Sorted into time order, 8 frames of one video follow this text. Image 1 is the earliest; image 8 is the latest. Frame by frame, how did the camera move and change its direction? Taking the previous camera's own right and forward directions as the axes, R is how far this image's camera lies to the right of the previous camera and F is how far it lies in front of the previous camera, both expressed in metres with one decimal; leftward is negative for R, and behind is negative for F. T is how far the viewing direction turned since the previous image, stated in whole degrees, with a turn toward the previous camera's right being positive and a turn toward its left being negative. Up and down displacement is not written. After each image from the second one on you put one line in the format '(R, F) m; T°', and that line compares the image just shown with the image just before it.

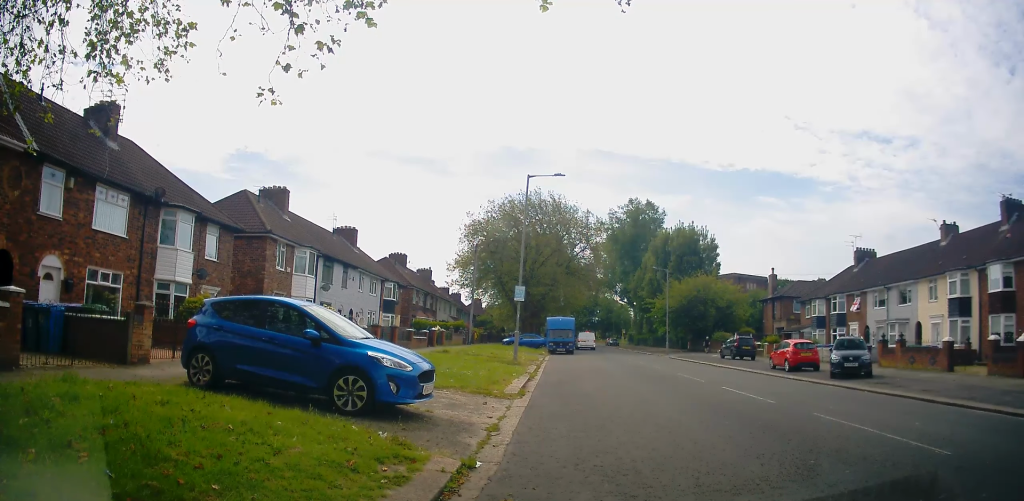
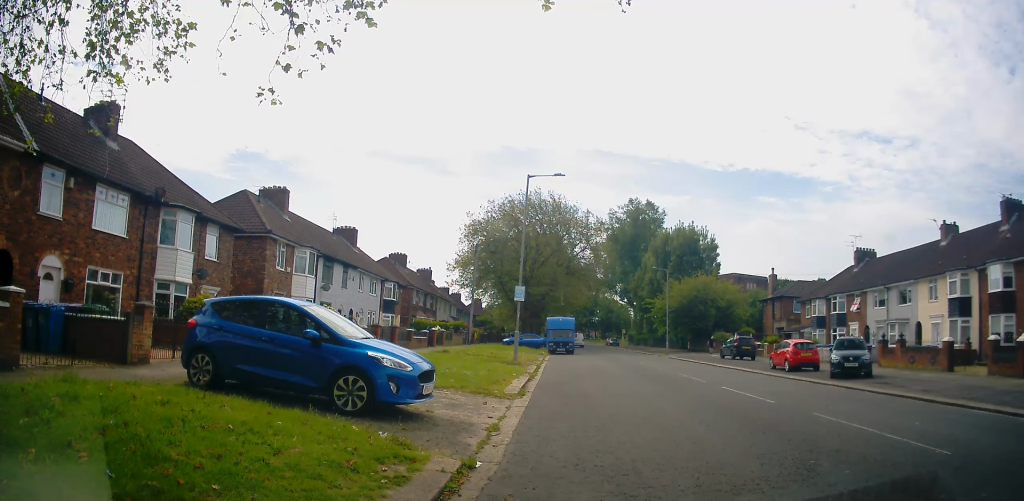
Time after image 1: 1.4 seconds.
(0.0, 0.0) m; 0°
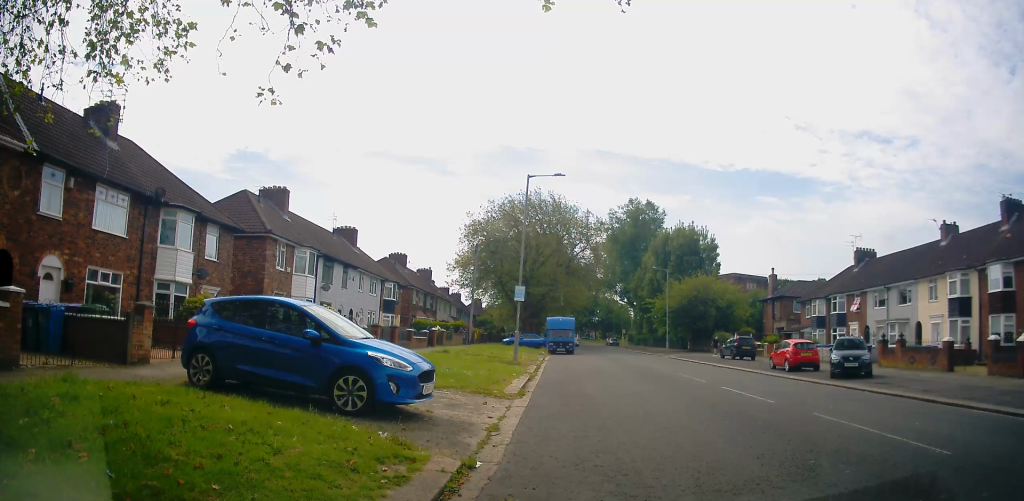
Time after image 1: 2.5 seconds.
(0.0, 0.0) m; 0°
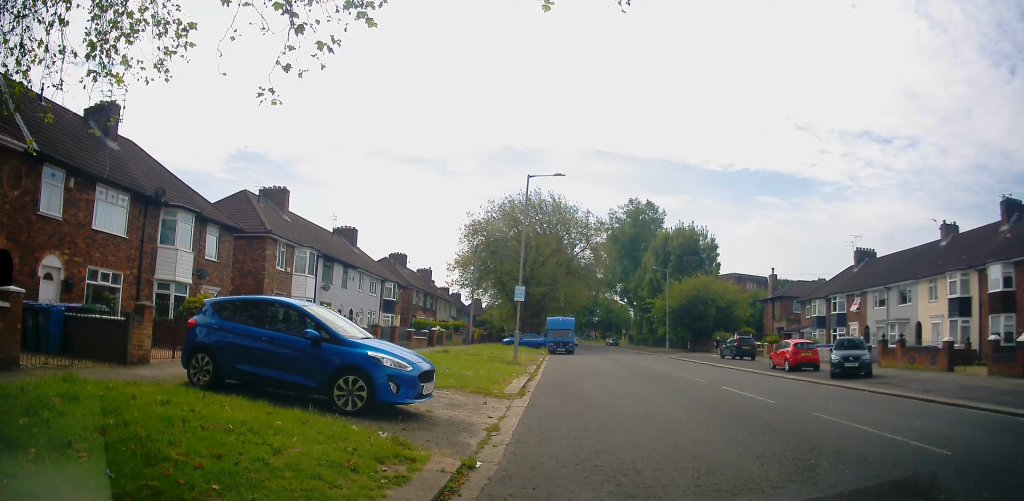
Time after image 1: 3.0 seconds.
(0.0, 0.0) m; 0°
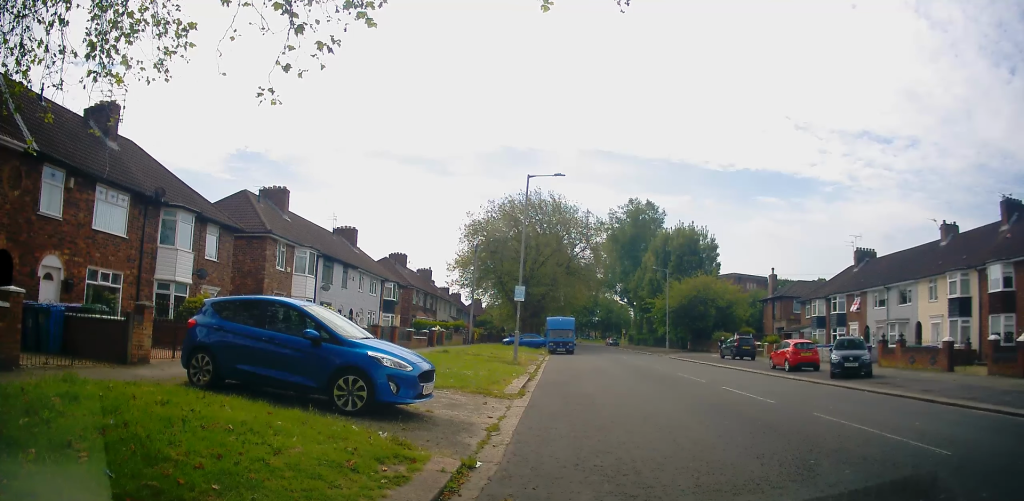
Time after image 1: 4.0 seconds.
(0.0, 0.0) m; 0°
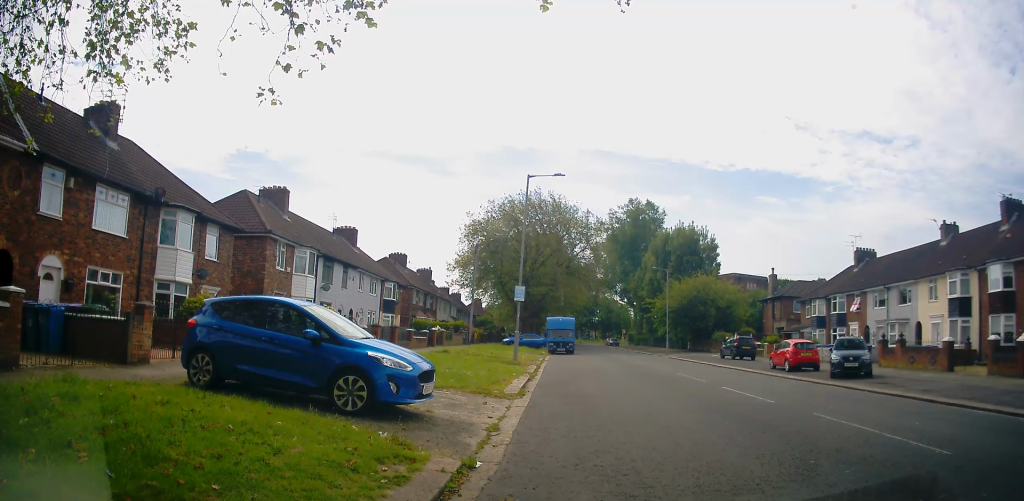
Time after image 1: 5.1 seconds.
(0.0, 0.0) m; 0°
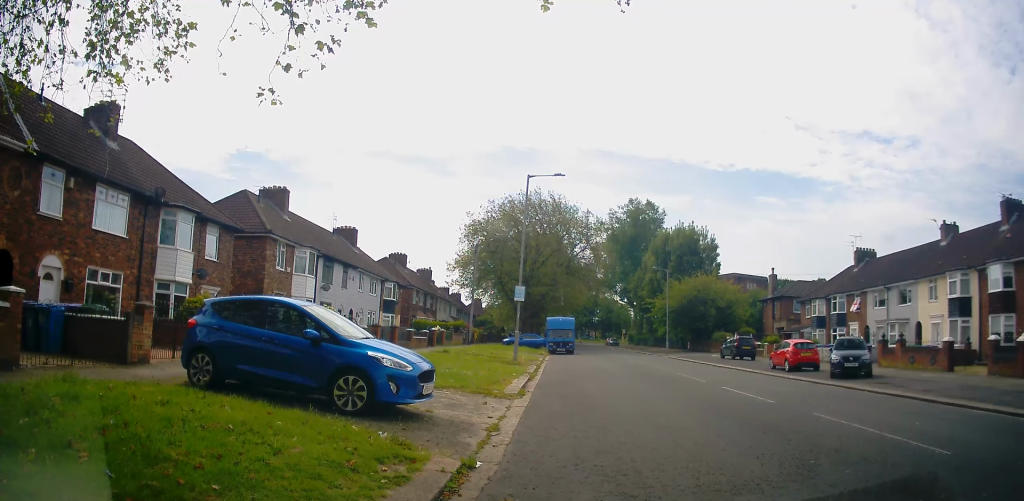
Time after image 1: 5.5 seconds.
(0.0, 0.0) m; 0°
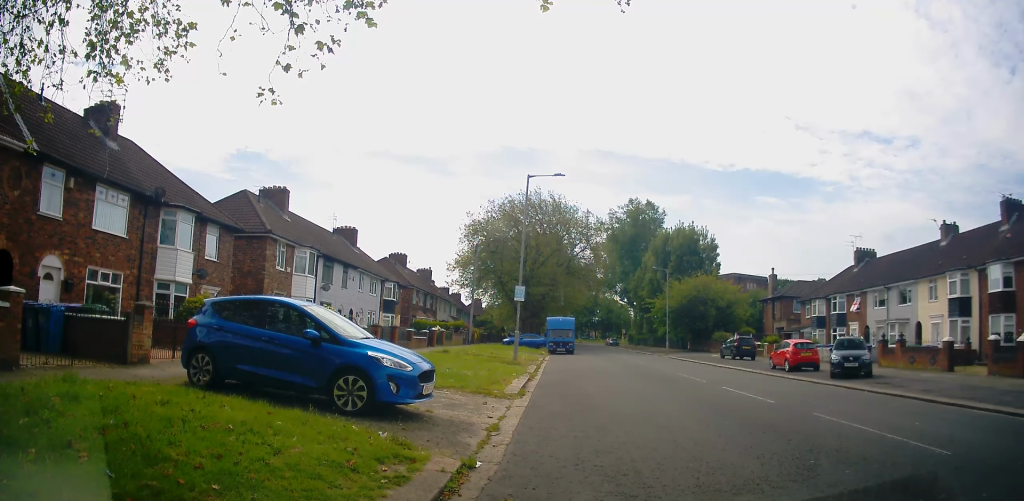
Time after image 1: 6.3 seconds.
(0.0, 0.0) m; 0°
